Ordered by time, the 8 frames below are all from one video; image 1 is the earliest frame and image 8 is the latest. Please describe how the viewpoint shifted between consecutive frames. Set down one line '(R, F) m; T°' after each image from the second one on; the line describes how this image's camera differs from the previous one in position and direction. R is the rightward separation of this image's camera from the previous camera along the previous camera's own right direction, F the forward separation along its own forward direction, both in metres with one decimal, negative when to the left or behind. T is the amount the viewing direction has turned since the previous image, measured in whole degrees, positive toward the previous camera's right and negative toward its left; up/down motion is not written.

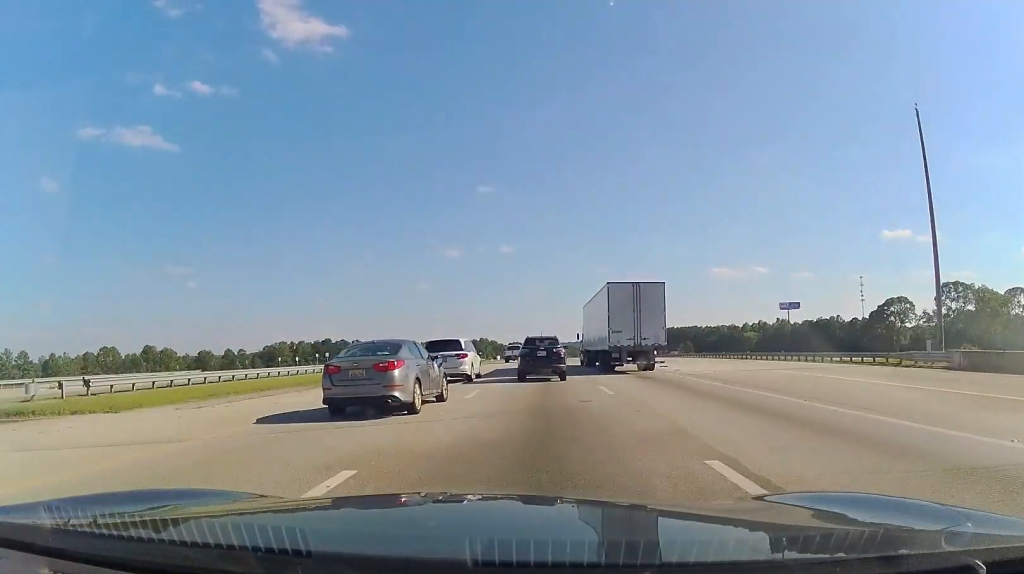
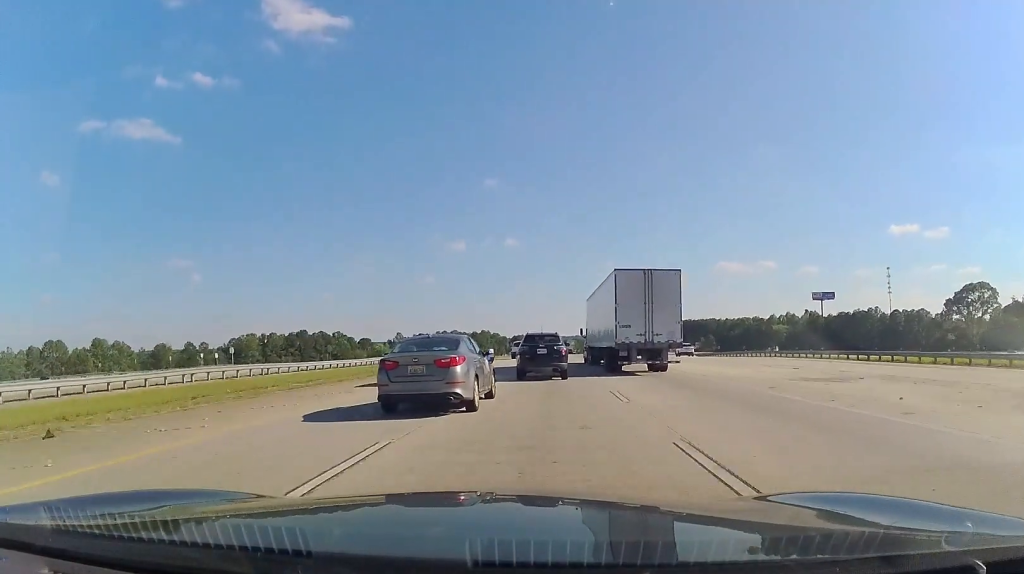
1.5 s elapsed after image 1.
(+0.7, +45.5) m; +1°
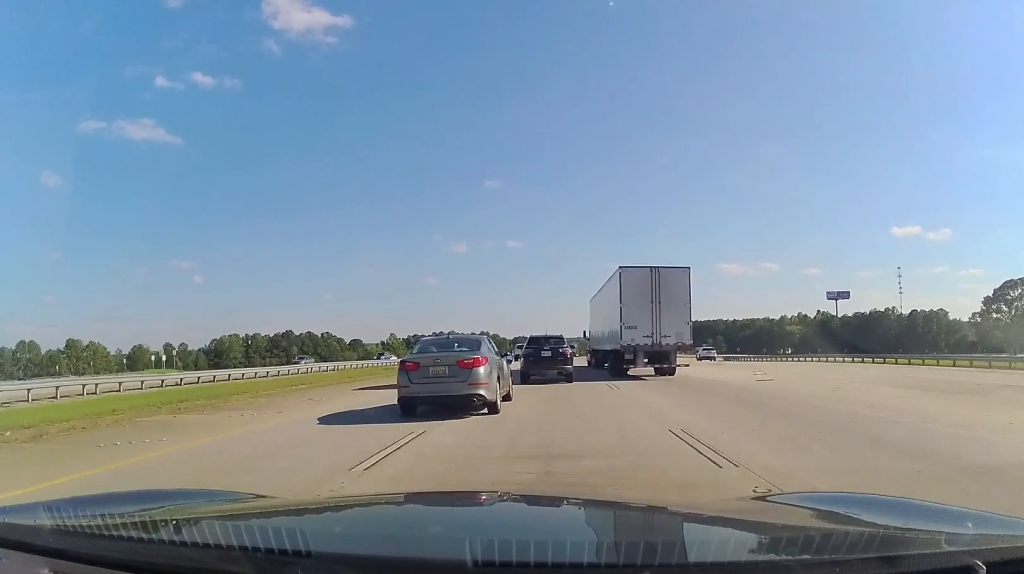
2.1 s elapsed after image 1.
(0.0, +19.3) m; 0°
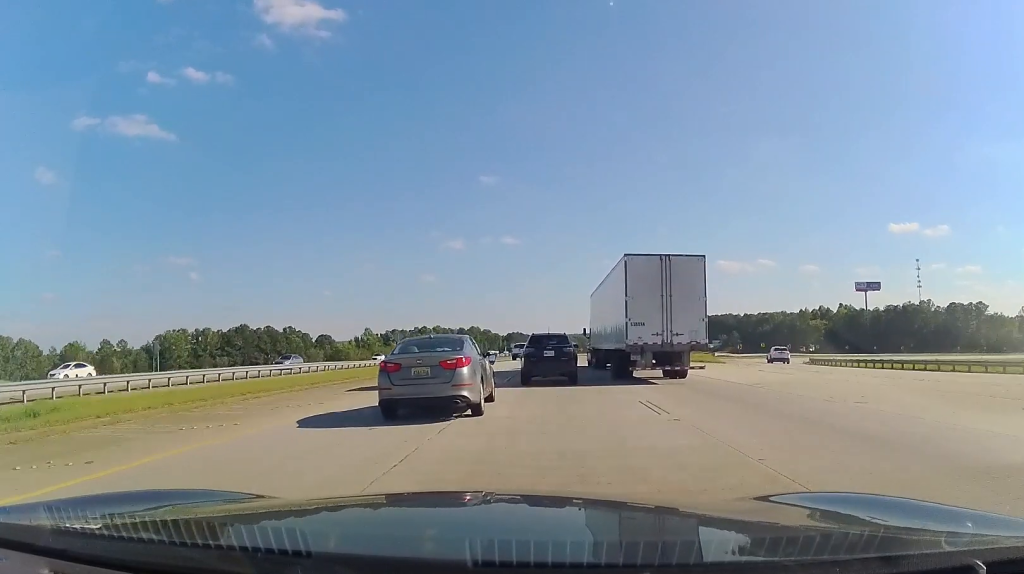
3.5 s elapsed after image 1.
(0.0, +42.9) m; 0°
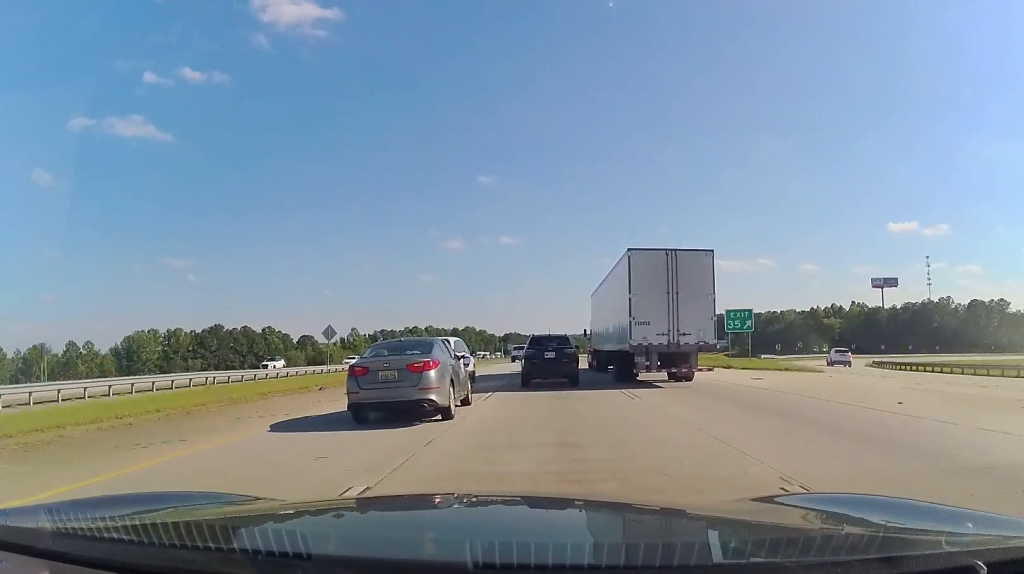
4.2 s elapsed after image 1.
(0.0, +20.5) m; 0°
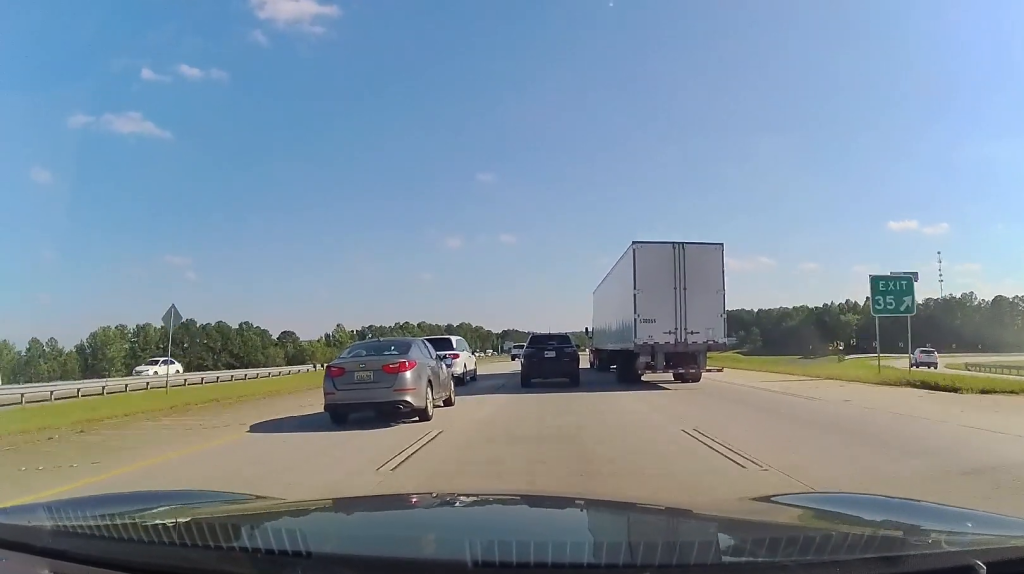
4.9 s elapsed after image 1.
(0.0, +20.6) m; 0°
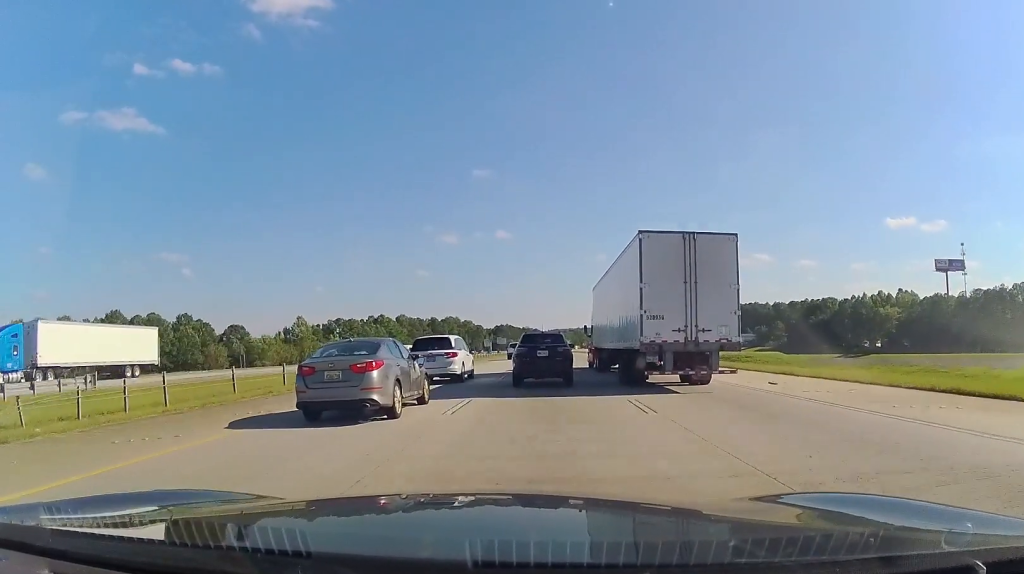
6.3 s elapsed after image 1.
(-0.2, +43.4) m; -1°
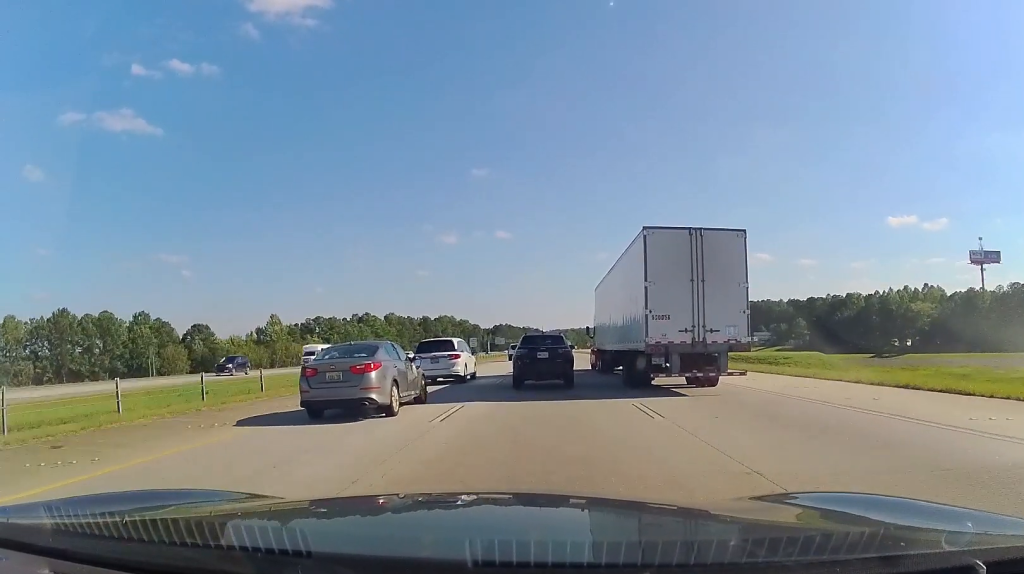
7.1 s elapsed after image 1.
(-0.1, +25.9) m; 0°
